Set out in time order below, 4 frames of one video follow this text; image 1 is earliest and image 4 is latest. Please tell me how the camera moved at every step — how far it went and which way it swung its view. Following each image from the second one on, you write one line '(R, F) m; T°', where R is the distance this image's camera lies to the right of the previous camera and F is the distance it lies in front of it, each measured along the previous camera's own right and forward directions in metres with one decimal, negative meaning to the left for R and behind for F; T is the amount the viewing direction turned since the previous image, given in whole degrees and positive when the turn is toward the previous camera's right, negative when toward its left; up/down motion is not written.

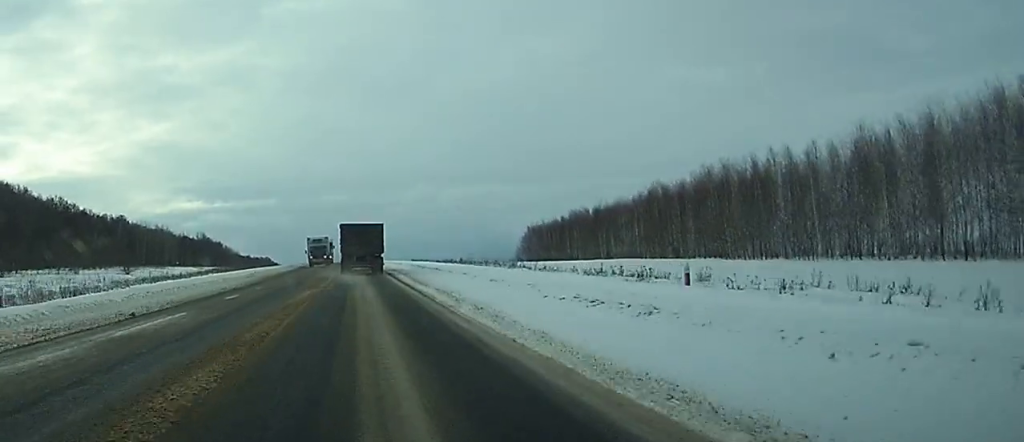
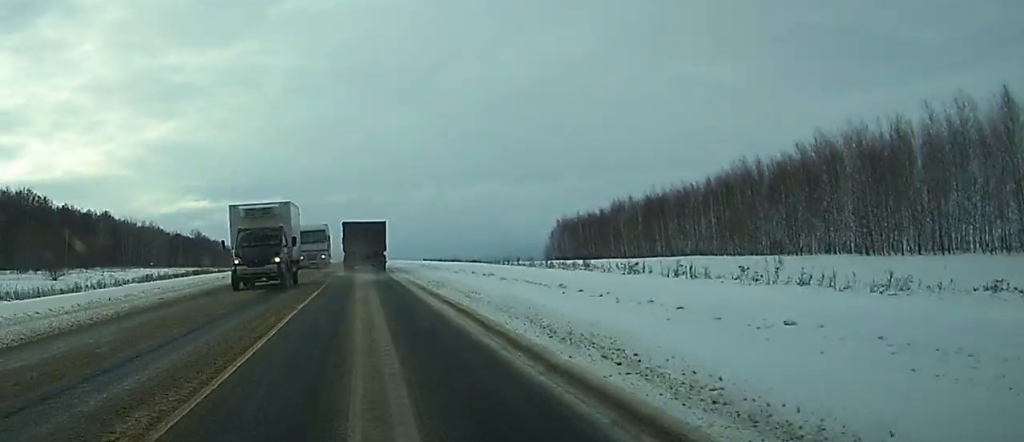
(0.0, +33.0) m; 0°
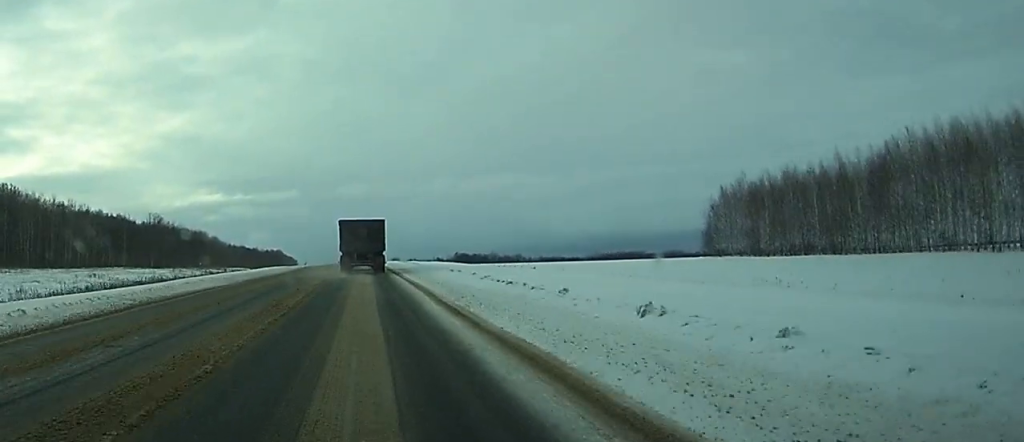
(-1.5, +109.3) m; -2°
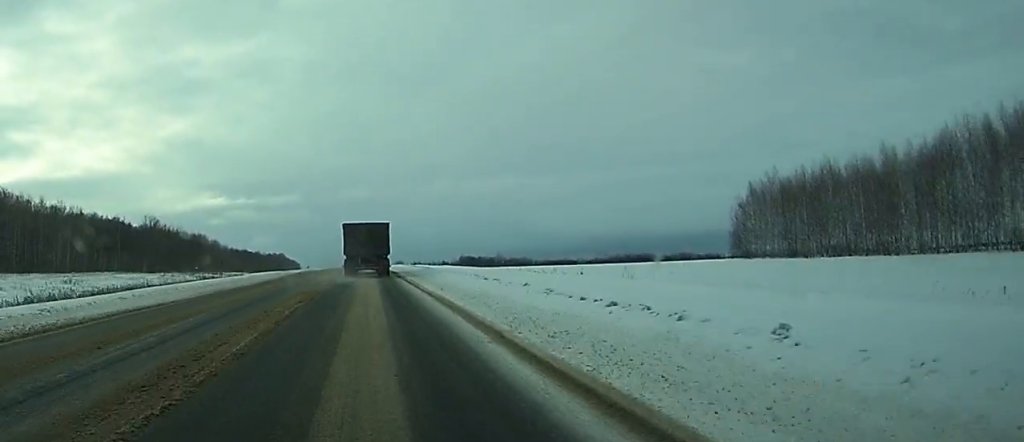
(-0.1, +10.4) m; 0°
